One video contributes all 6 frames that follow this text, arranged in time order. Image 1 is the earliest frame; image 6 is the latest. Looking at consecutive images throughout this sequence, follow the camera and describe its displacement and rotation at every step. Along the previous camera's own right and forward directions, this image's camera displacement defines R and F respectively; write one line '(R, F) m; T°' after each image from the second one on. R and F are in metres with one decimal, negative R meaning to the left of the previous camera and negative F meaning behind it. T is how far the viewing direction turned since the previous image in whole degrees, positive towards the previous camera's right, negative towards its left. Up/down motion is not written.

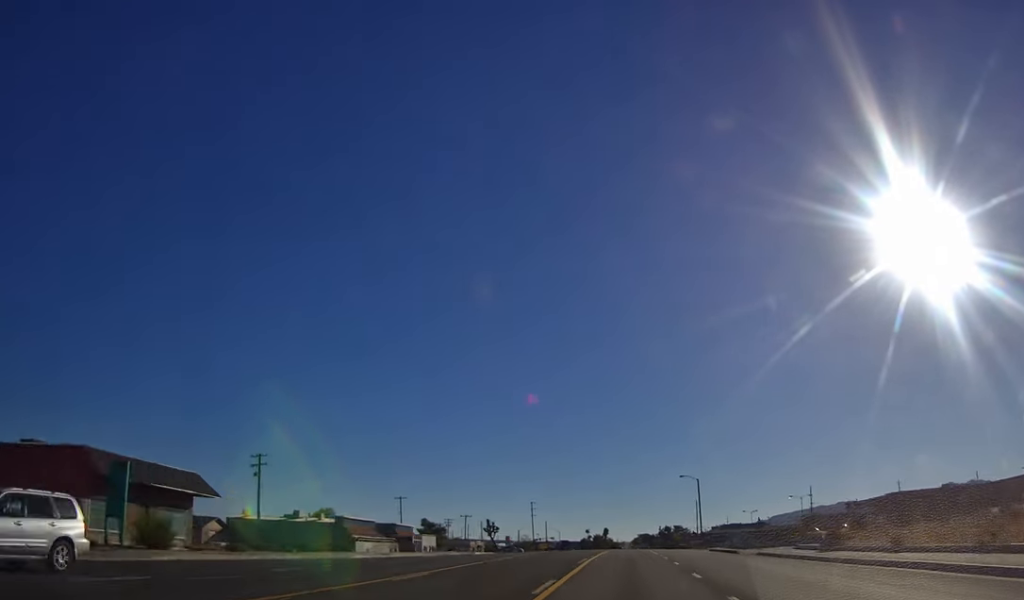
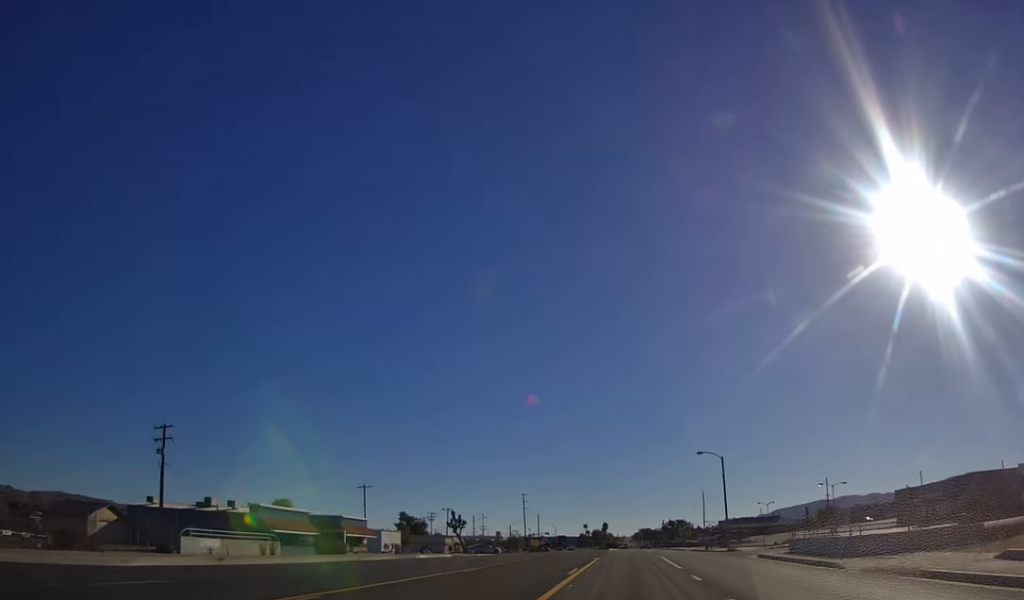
(+0.1, +22.1) m; 0°
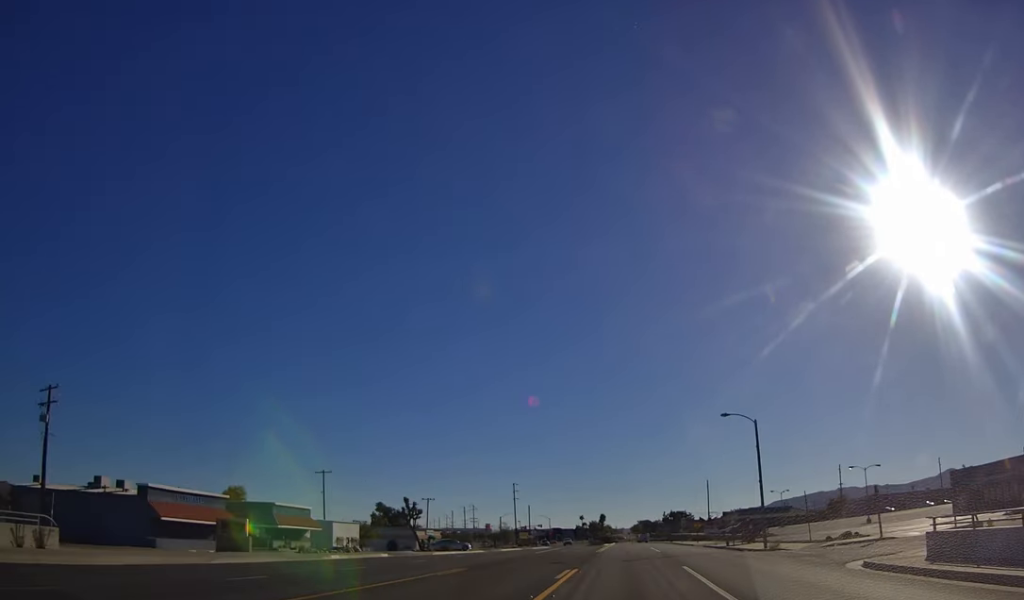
(+0.4, +18.2) m; 0°
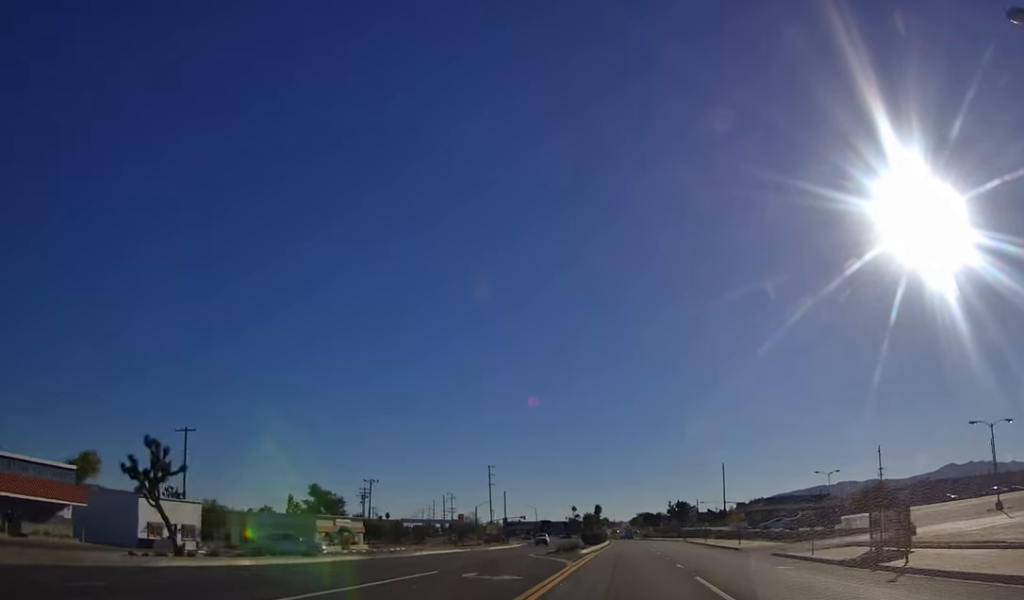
(-0.9, +39.7) m; -1°
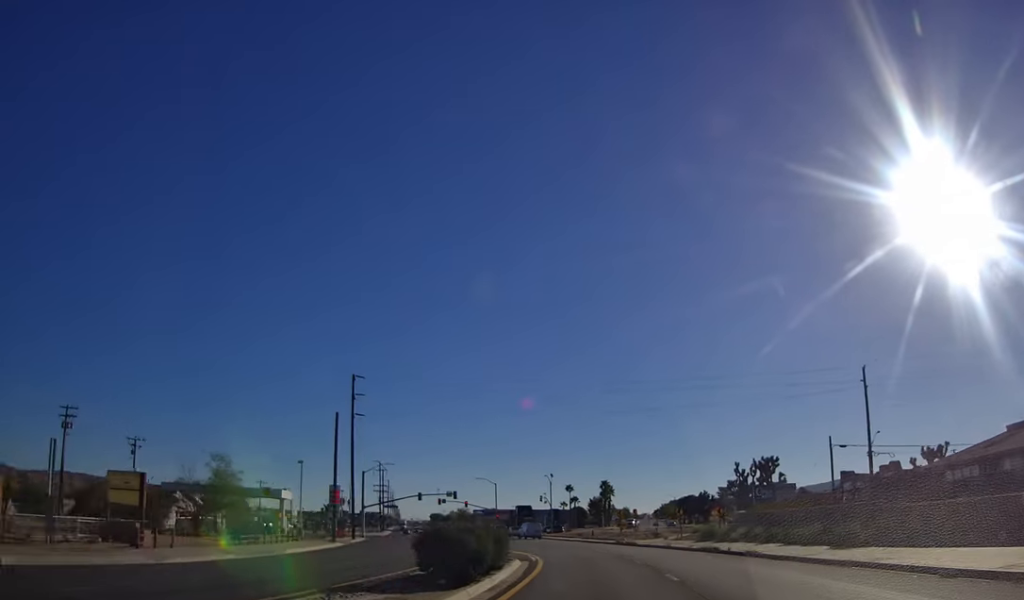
(+2.4, +105.0) m; 0°
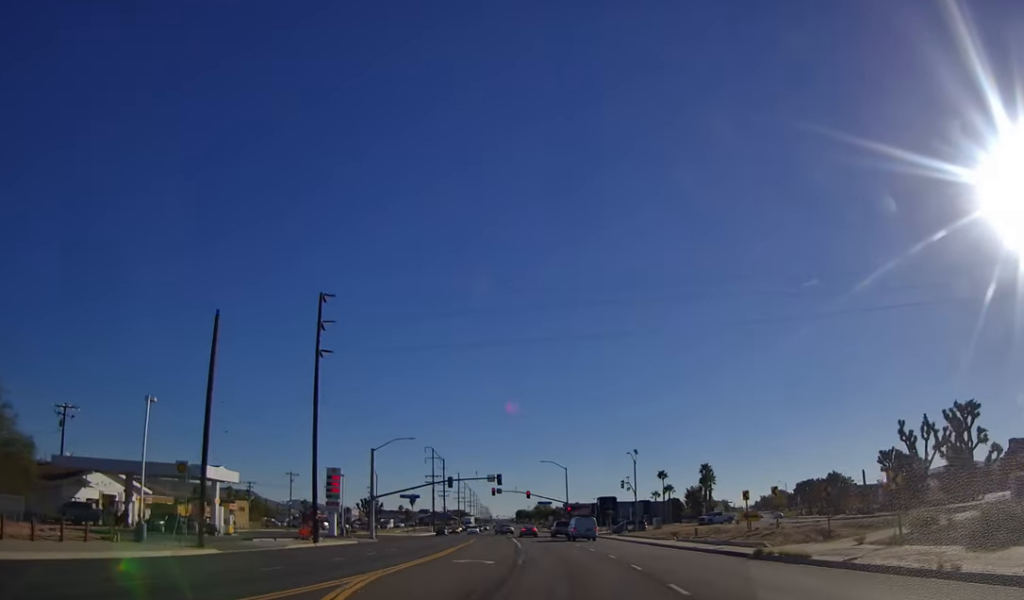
(-1.5, +33.1) m; -6°
